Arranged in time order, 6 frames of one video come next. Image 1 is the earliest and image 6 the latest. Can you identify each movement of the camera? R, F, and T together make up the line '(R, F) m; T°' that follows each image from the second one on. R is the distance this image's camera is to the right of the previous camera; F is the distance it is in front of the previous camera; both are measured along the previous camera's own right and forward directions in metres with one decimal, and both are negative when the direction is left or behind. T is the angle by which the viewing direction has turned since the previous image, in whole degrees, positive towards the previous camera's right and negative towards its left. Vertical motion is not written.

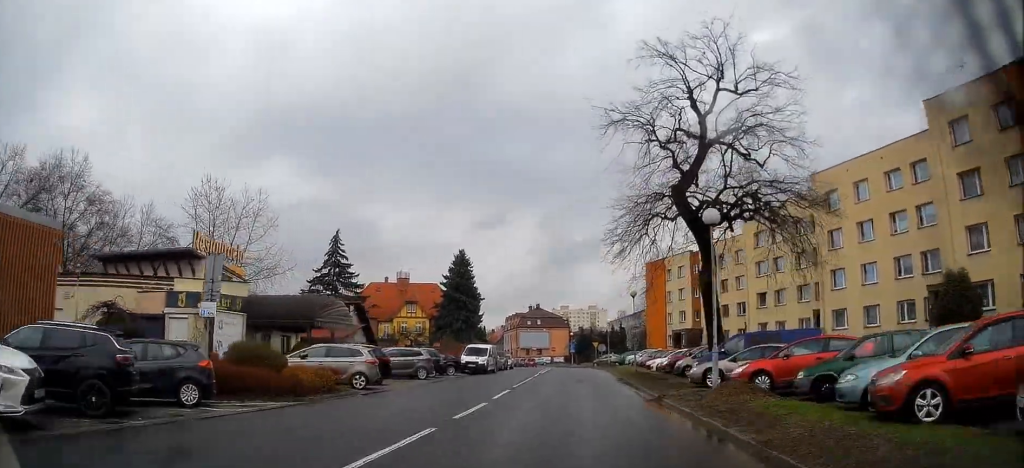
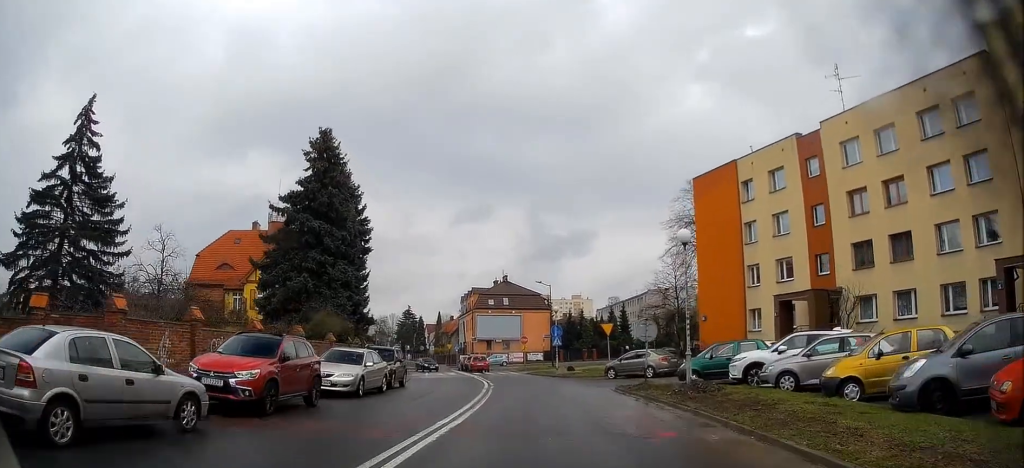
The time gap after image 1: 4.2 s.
(+2.8, +42.3) m; +3°
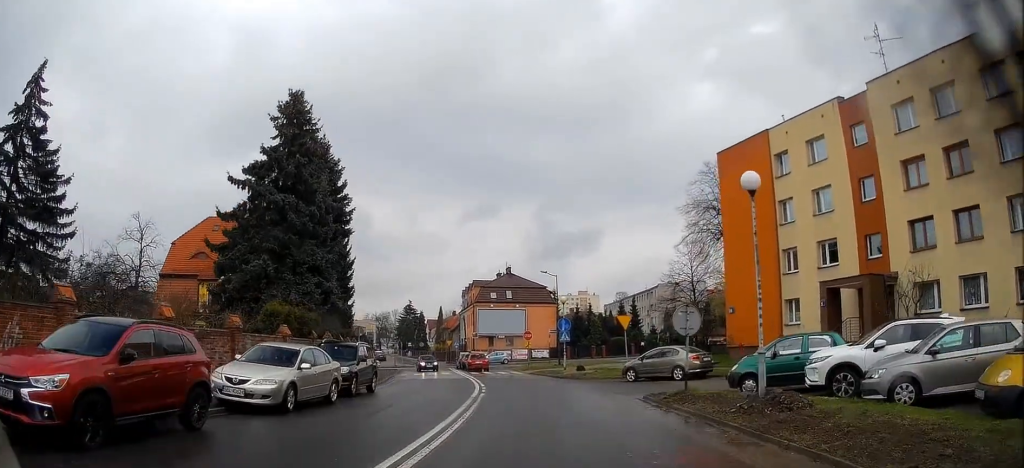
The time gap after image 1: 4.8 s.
(-0.1, +5.6) m; 0°
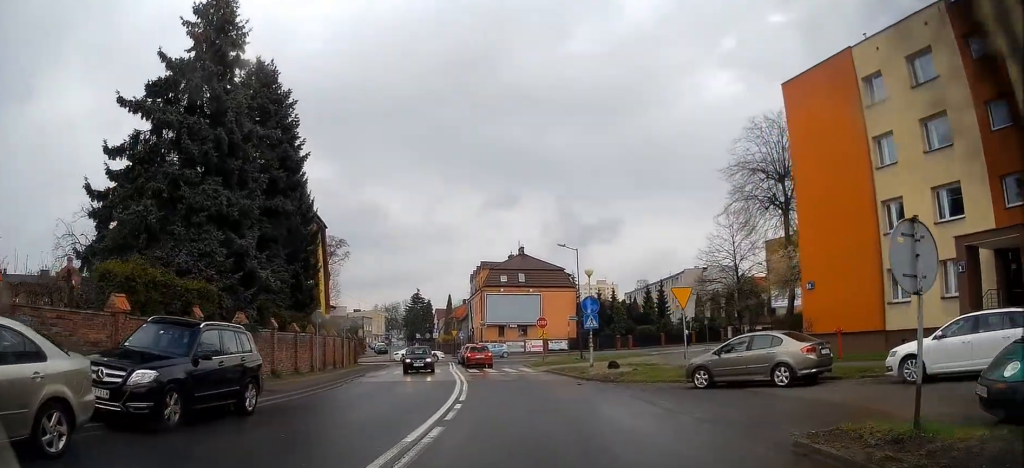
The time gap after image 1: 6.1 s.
(+0.1, +10.2) m; 0°
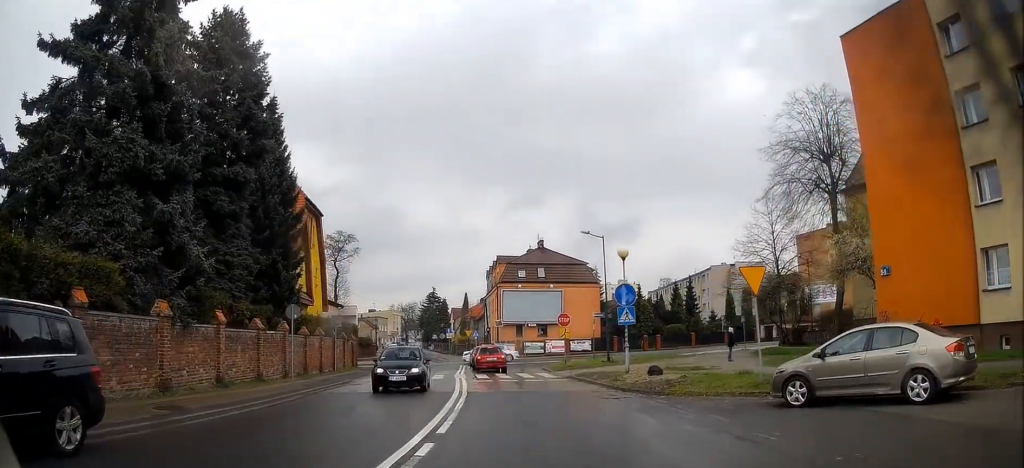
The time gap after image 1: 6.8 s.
(-0.1, +5.7) m; -2°
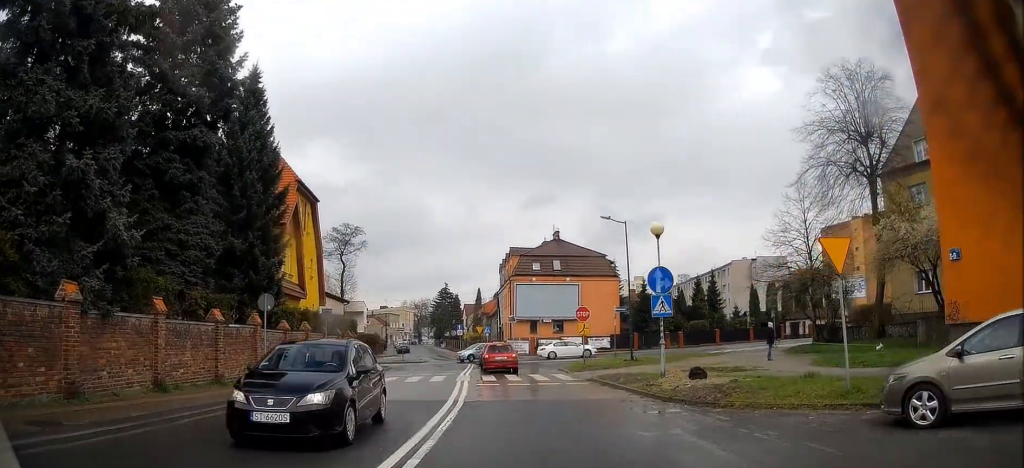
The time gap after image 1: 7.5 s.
(-0.2, +4.4) m; -2°
